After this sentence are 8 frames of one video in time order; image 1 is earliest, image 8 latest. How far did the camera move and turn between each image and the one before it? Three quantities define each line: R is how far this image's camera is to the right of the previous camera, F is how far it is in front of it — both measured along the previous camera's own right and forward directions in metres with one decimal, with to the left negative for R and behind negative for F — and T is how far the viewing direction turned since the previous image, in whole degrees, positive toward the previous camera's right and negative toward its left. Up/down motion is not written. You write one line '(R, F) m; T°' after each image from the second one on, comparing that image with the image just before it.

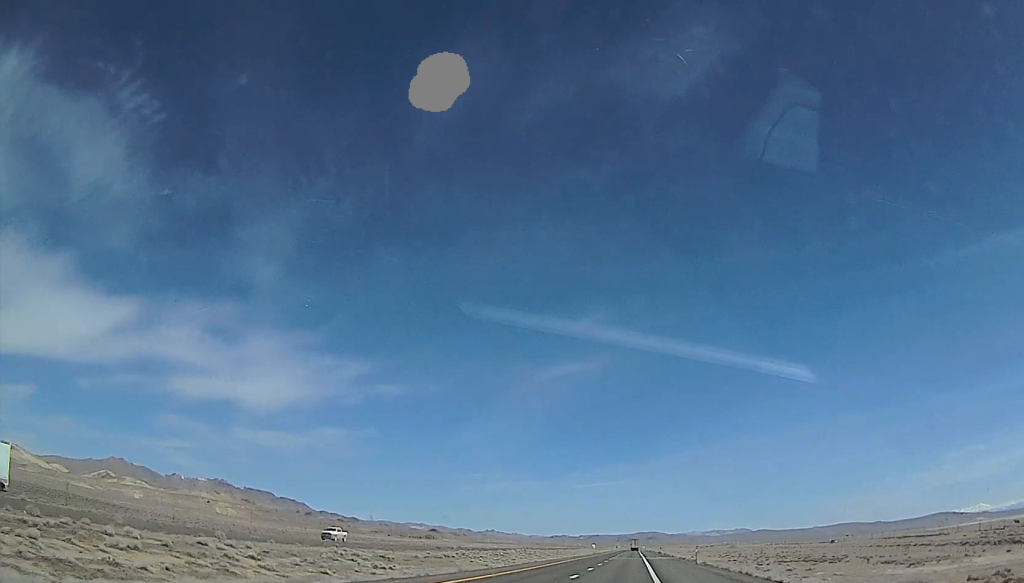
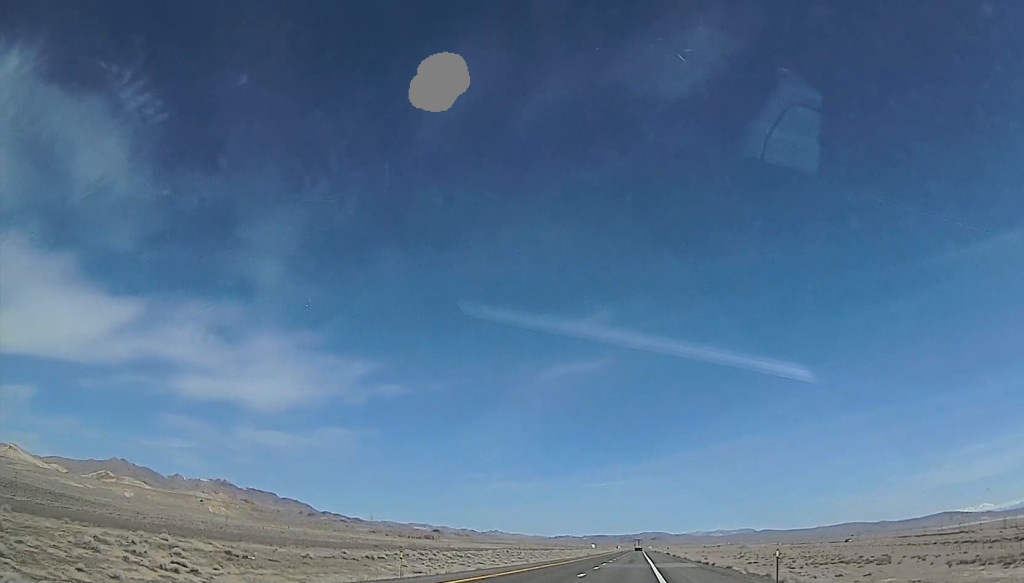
(-3.3, +35.5) m; -5°
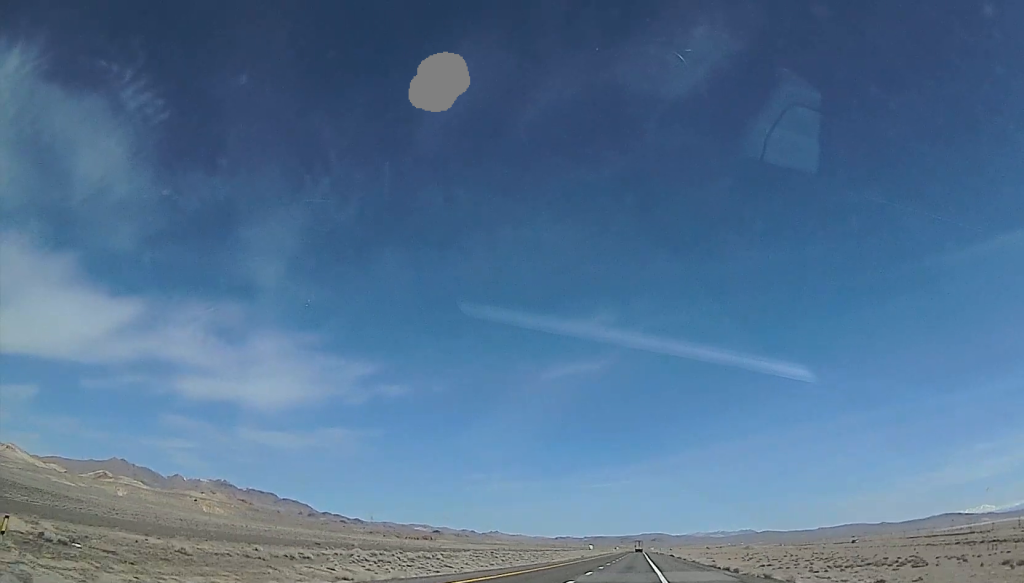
(0.0, +20.3) m; 0°
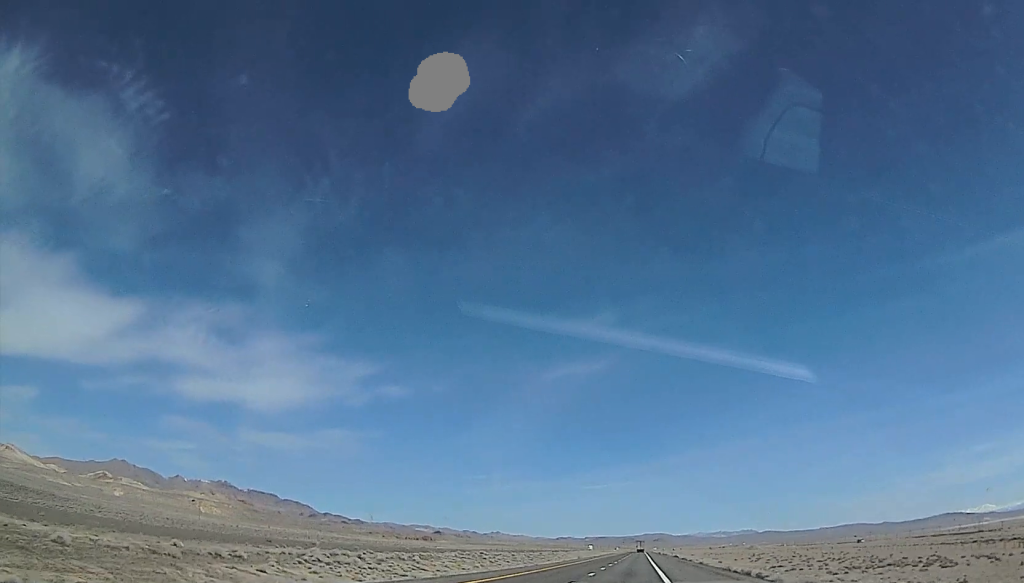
(0.0, +12.5) m; +1°
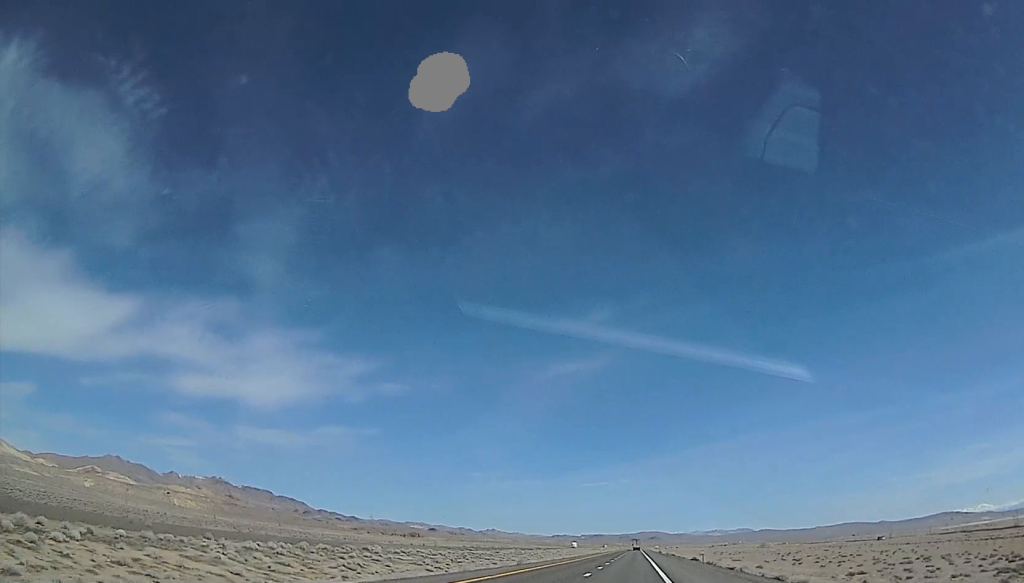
(+0.6, +65.9) m; -1°
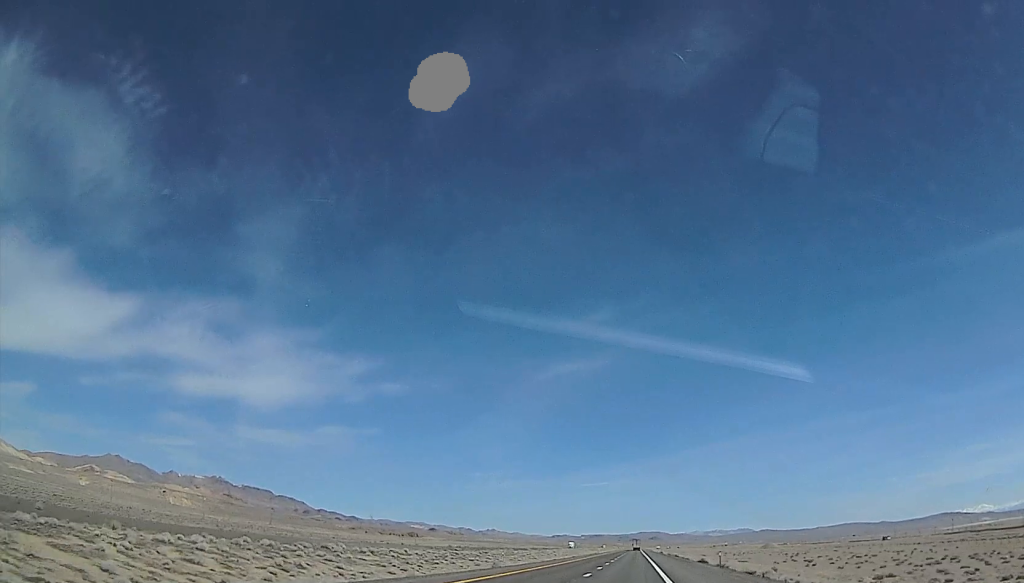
(0.0, +12.5) m; 0°
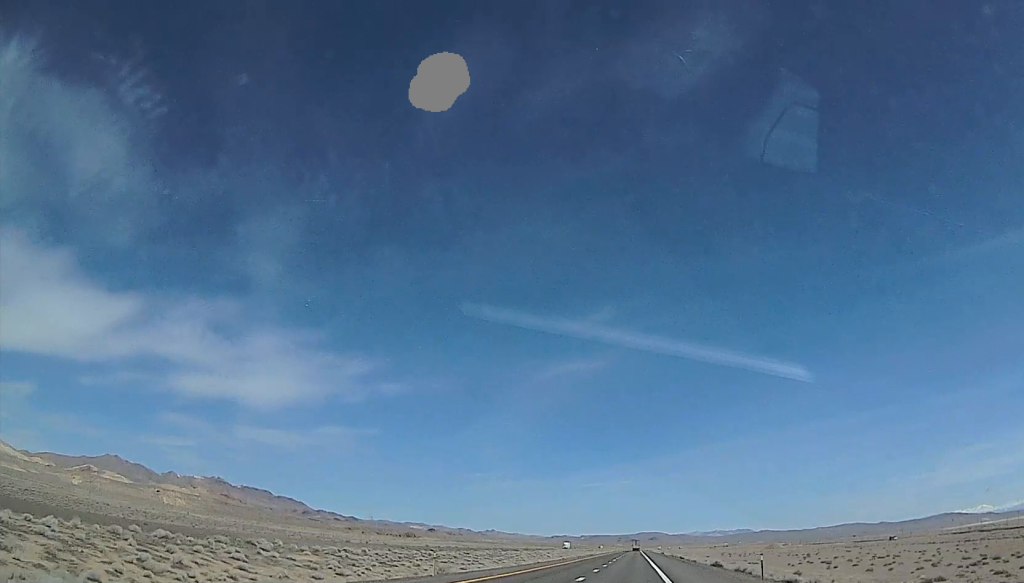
(-0.1, +16.3) m; +1°
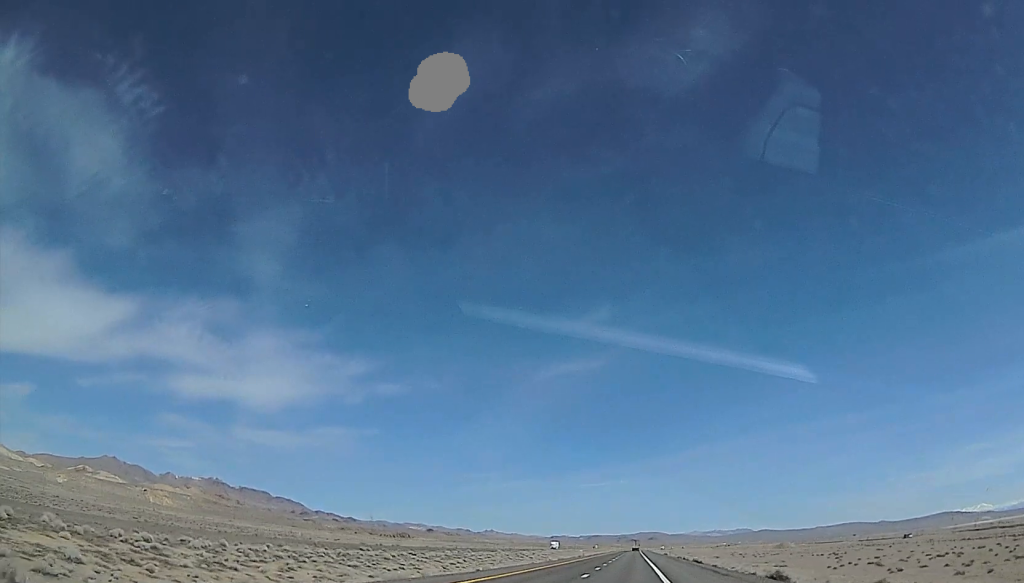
(+0.6, +32.7) m; +1°
